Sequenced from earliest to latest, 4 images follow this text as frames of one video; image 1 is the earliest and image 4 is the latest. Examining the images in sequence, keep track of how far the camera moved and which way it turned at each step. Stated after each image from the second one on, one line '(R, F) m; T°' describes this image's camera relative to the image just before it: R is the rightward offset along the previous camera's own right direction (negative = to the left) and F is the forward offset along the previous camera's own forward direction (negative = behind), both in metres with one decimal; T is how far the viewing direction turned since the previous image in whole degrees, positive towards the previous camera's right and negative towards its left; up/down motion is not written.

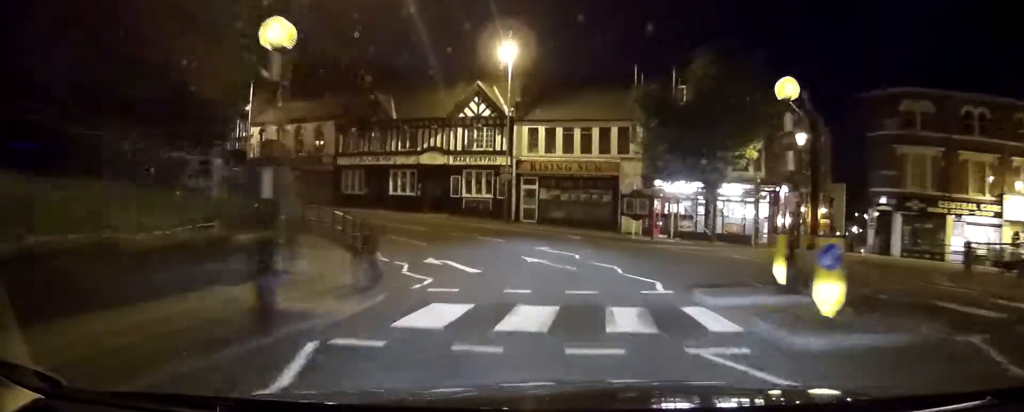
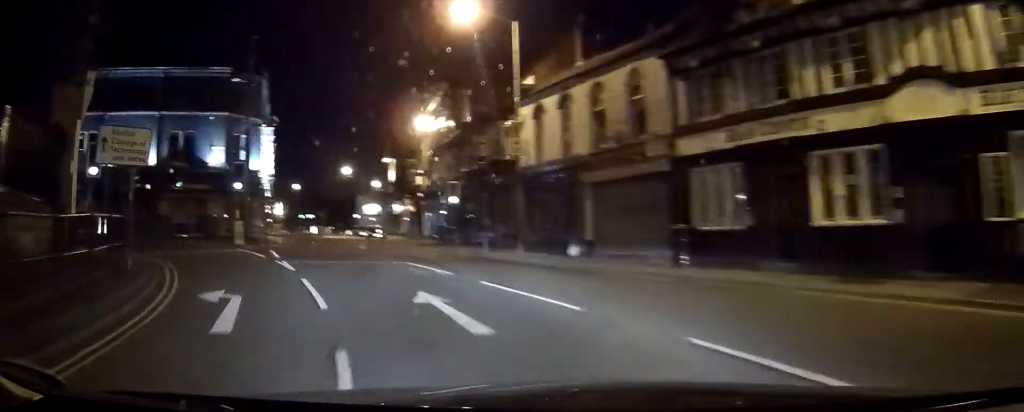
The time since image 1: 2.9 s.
(-7.4, +28.1) m; -38°
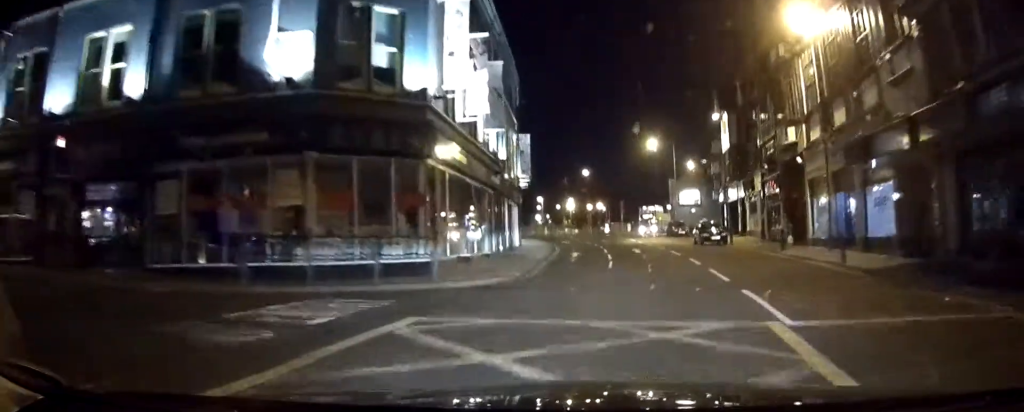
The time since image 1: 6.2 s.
(-8.8, +29.0) m; -20°
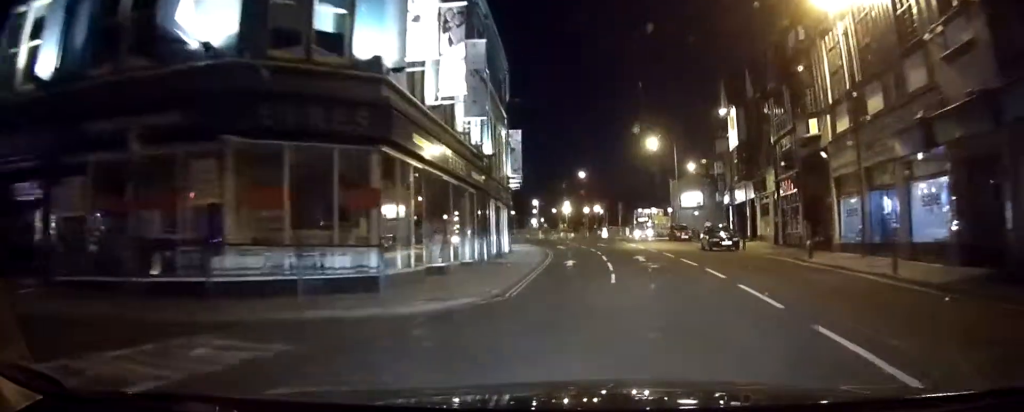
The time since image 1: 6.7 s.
(0.0, +4.0) m; 0°
